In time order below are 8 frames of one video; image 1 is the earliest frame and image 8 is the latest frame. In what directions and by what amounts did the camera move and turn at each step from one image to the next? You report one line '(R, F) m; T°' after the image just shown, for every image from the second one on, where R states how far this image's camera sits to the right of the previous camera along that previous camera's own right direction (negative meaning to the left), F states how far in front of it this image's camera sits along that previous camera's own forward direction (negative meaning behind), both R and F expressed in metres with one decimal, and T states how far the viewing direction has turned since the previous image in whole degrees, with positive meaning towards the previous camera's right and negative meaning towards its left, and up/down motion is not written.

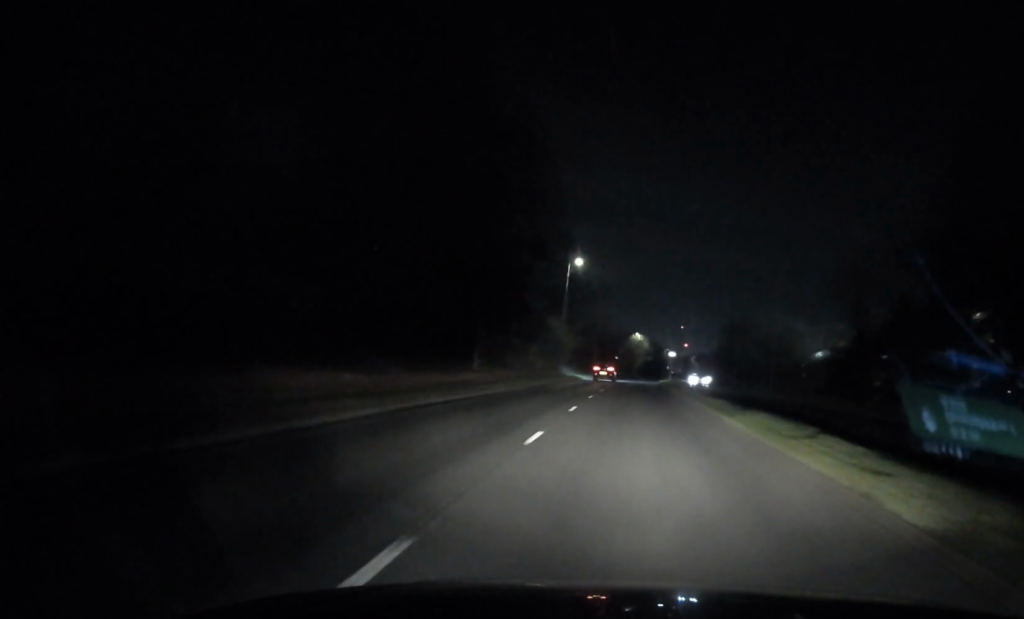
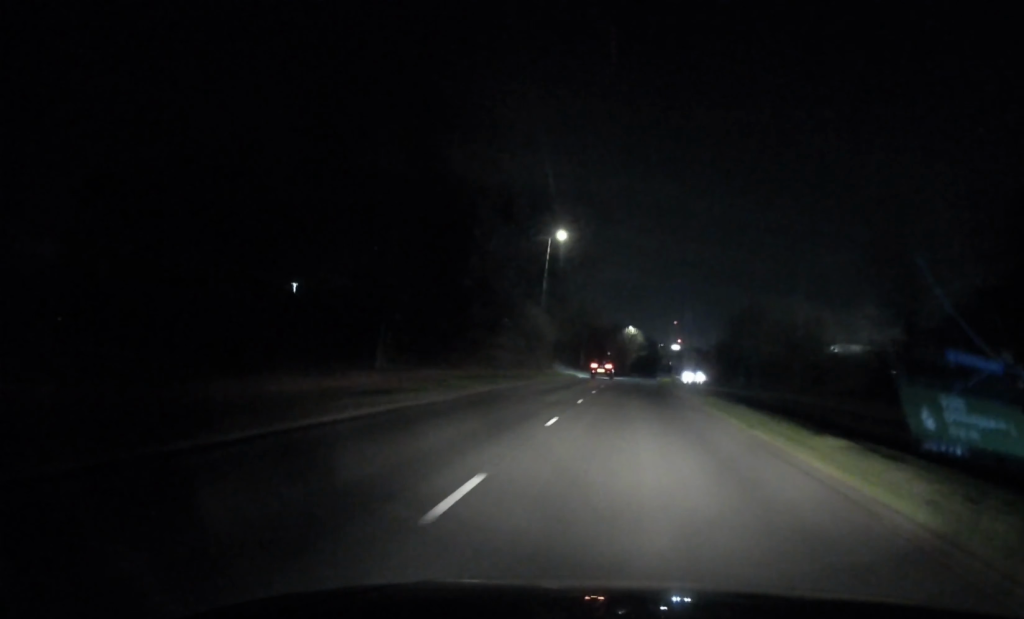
(0.0, +14.6) m; +1°
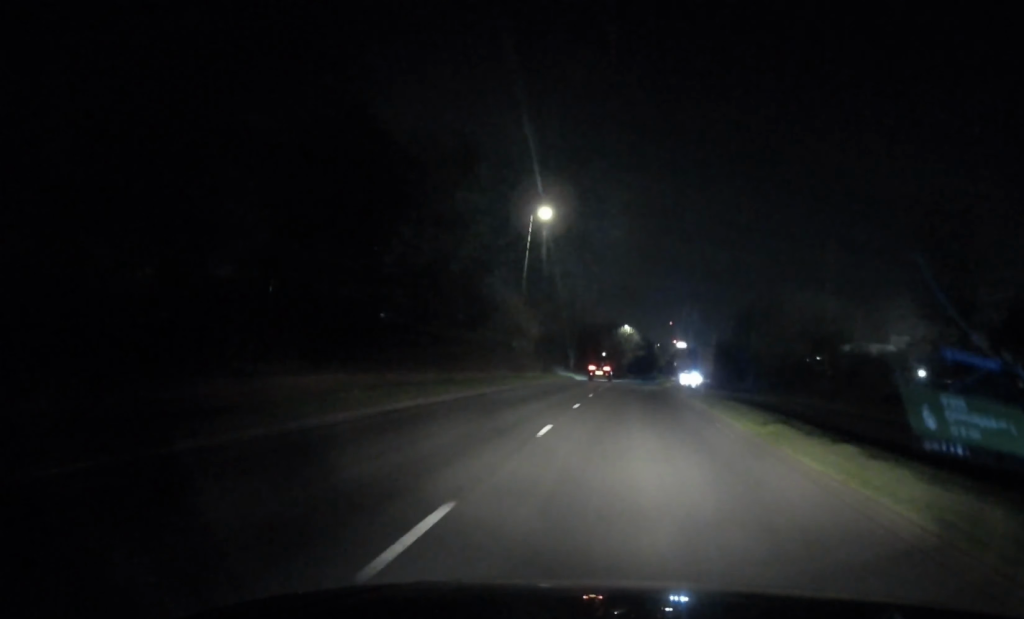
(+0.2, +9.9) m; +1°
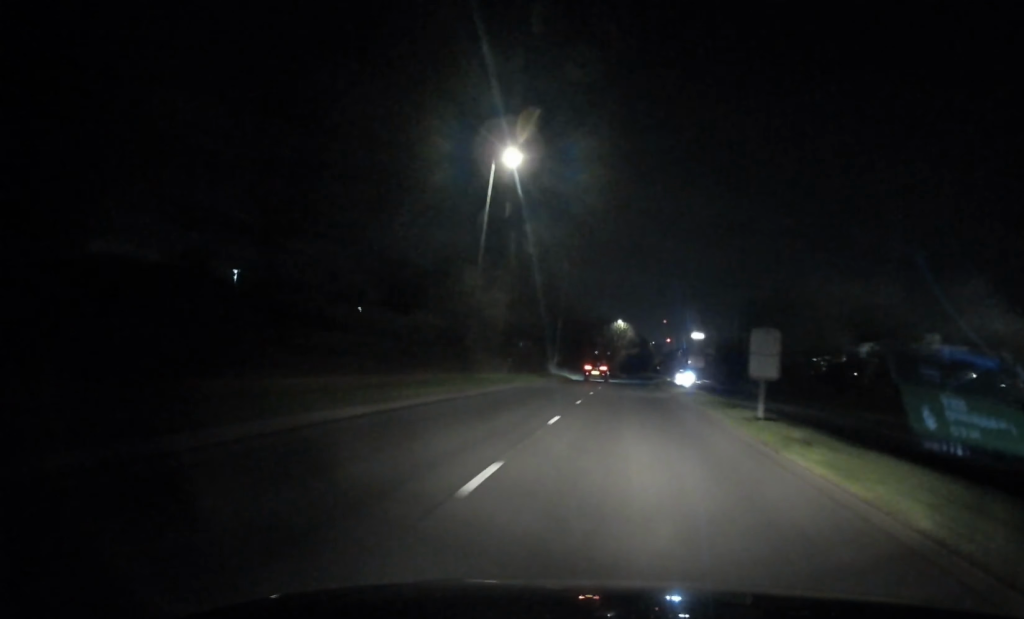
(+0.1, +14.8) m; +1°
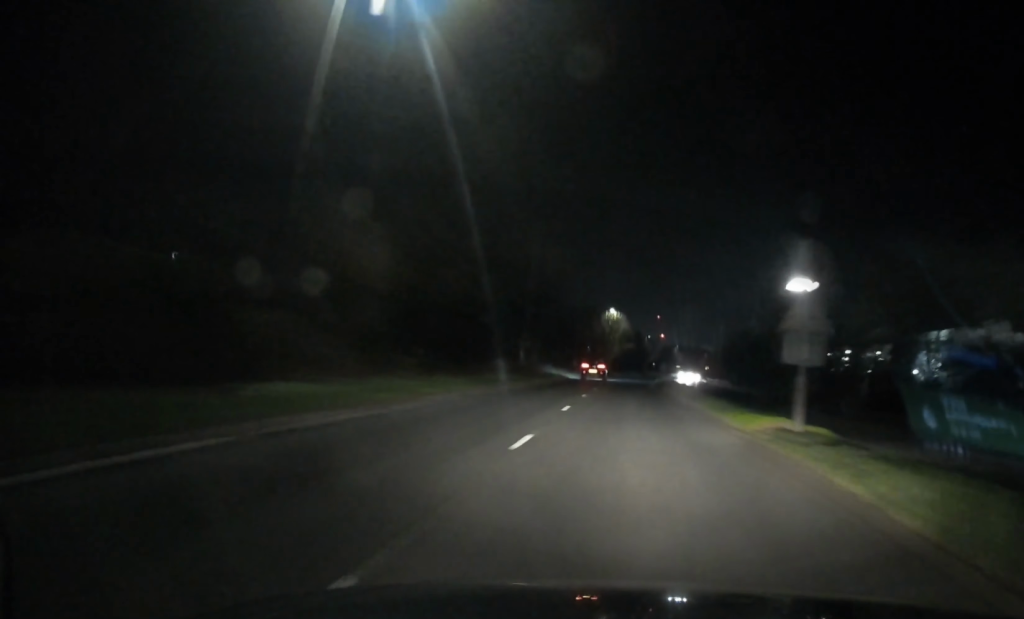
(+0.1, +21.5) m; 0°
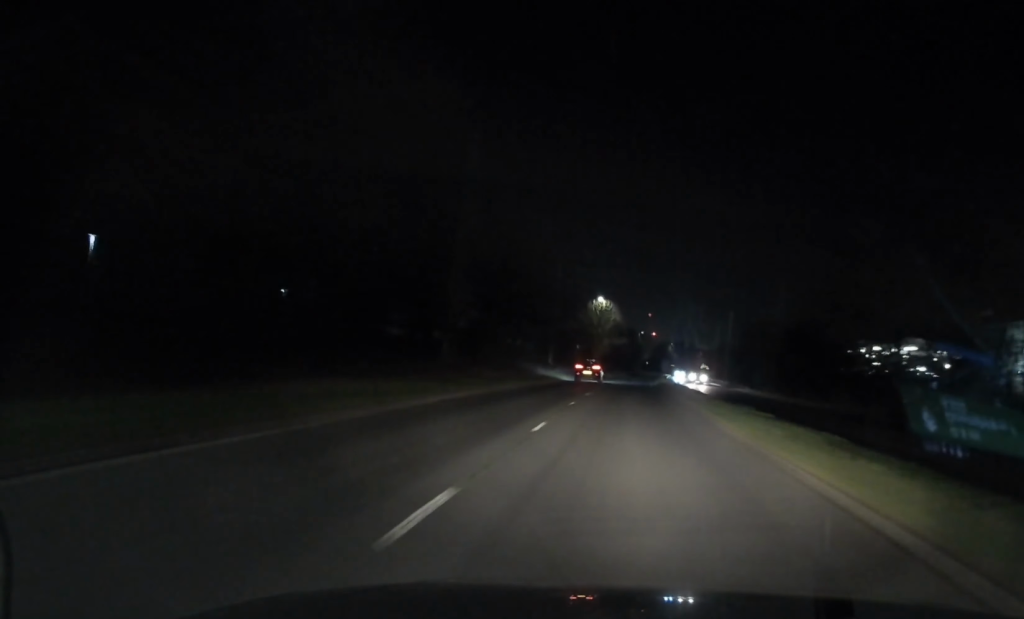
(0.0, +22.4) m; 0°
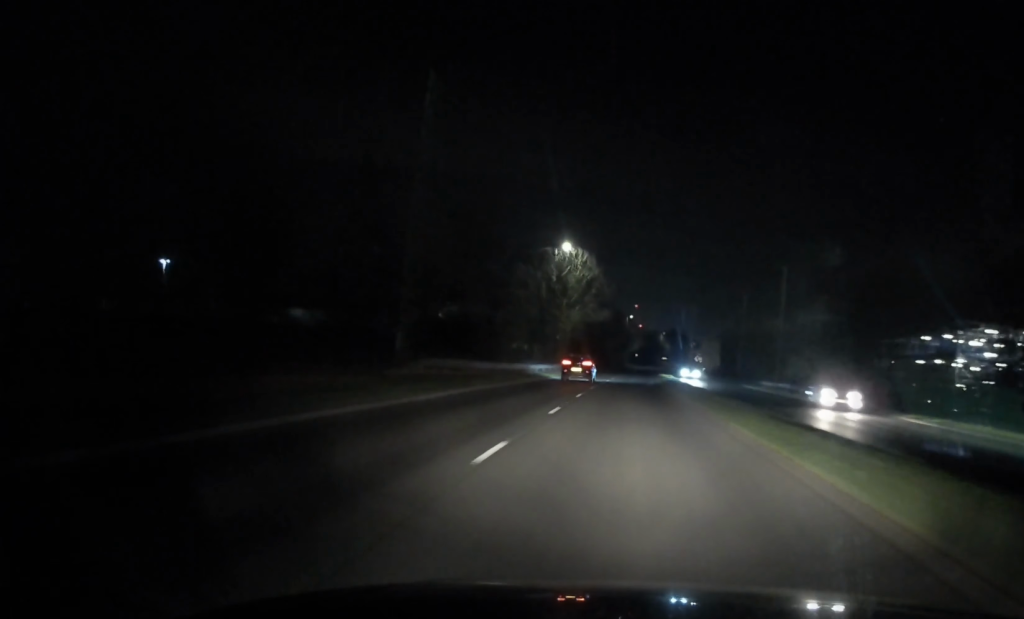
(+1.1, +47.6) m; +2°
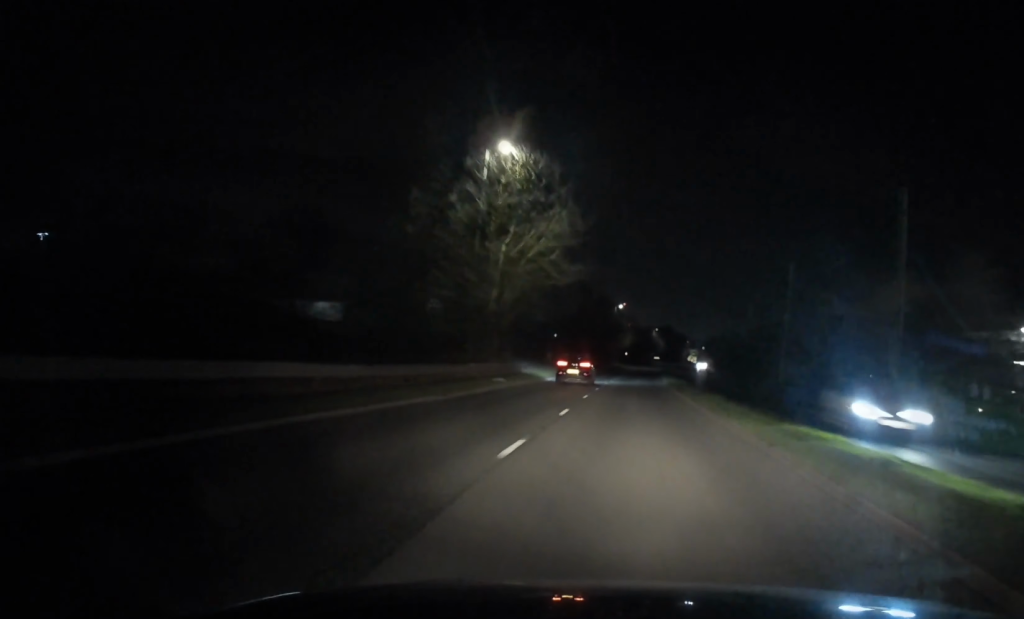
(+0.1, +33.0) m; 0°
